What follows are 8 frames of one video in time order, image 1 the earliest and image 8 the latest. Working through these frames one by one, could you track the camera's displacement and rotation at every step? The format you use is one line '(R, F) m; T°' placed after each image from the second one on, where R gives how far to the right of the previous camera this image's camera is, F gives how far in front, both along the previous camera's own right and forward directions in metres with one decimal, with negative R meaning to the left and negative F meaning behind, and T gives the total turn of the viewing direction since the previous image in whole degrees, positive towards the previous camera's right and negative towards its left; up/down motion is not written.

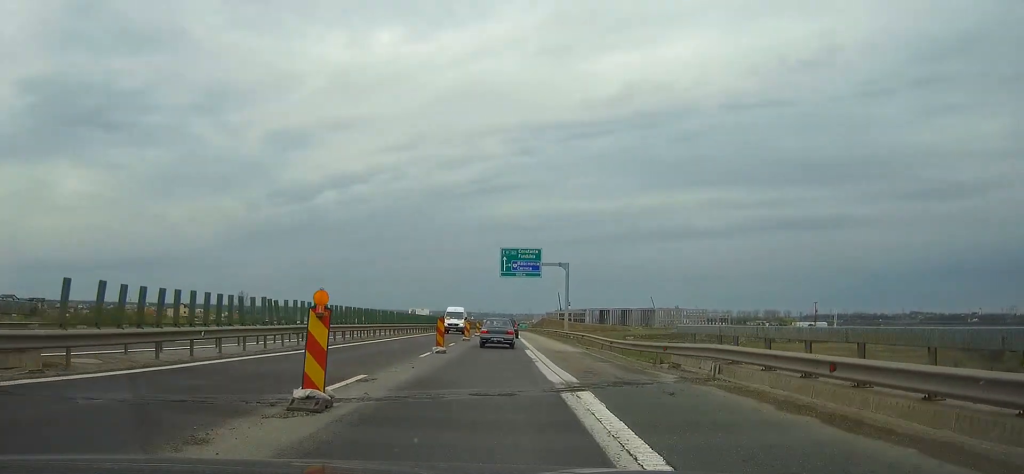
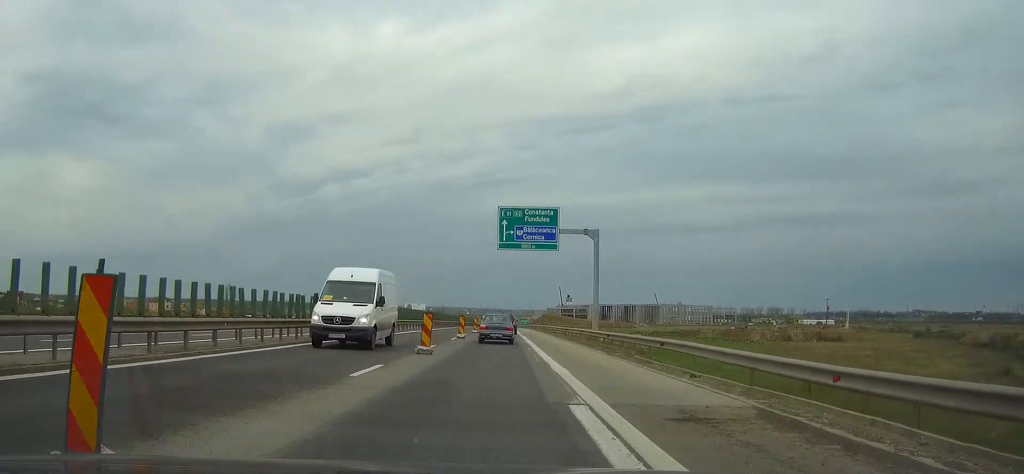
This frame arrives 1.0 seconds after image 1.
(0.0, +22.5) m; 0°
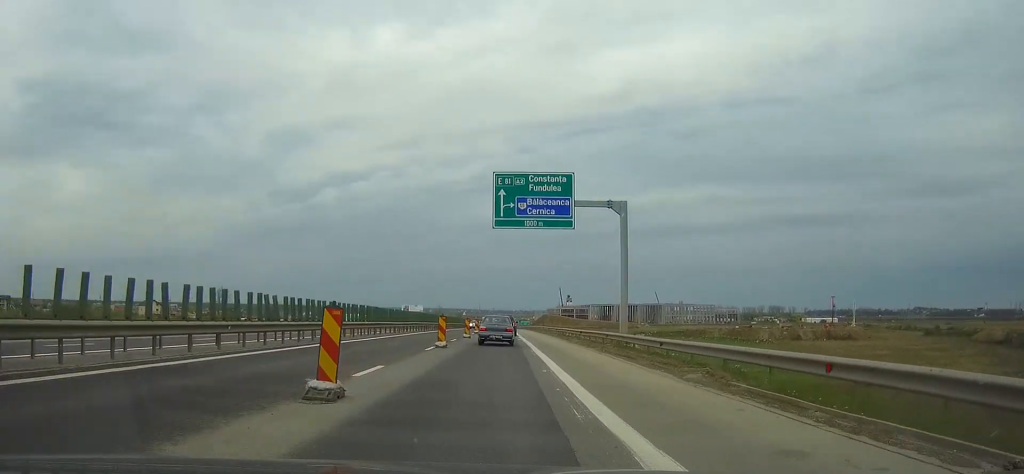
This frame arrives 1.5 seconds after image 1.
(-0.1, +11.8) m; 0°
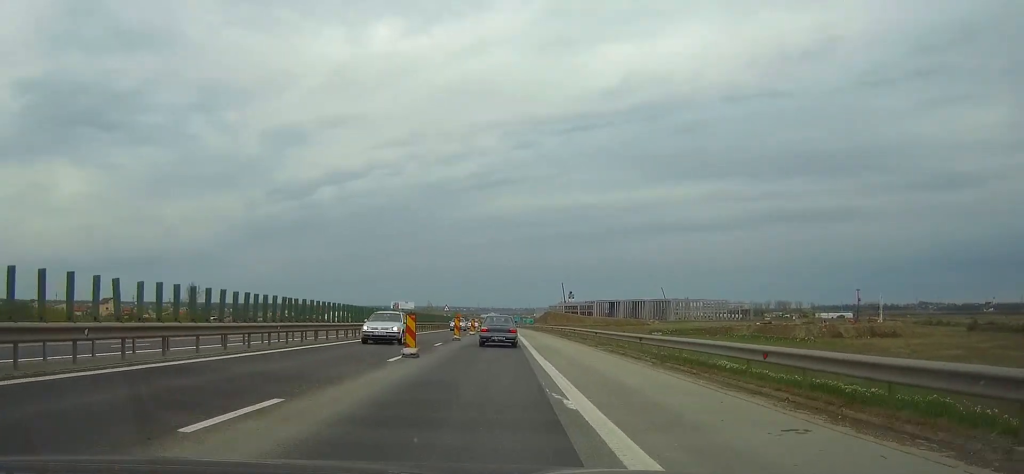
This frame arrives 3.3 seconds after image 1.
(+0.1, +43.3) m; 0°
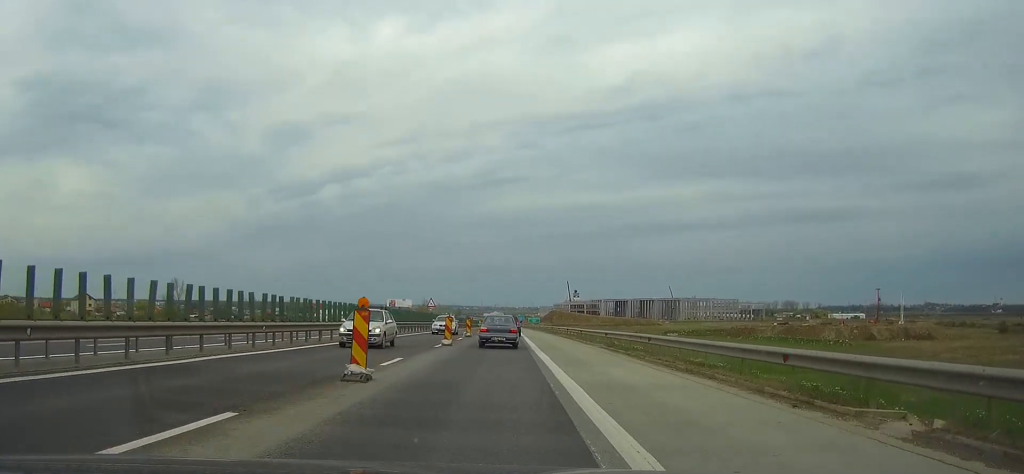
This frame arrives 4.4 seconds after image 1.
(0.0, +26.1) m; 0°
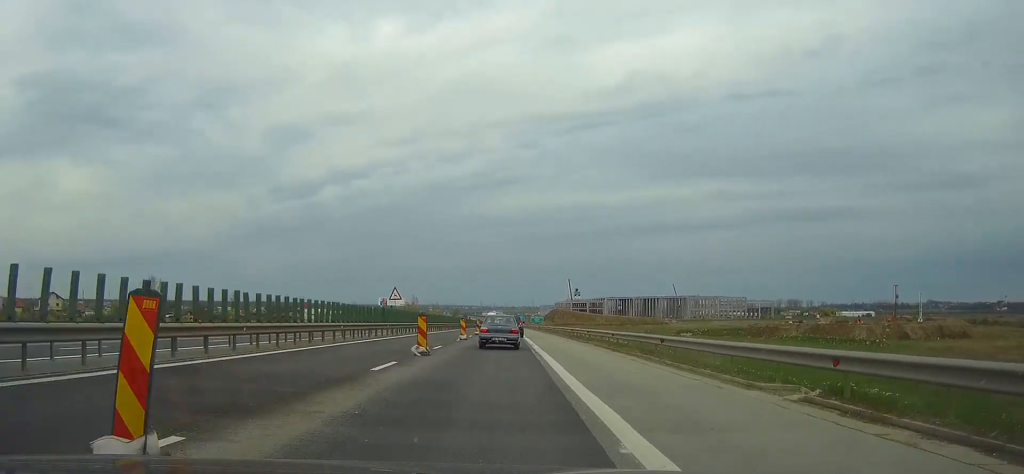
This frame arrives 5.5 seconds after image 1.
(0.0, +25.2) m; 0°
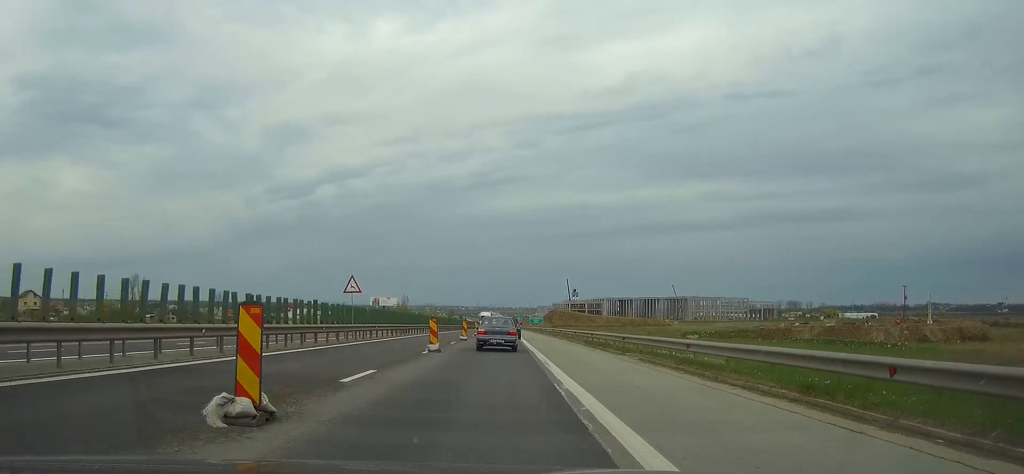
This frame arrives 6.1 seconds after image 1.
(0.0, +14.9) m; 0°
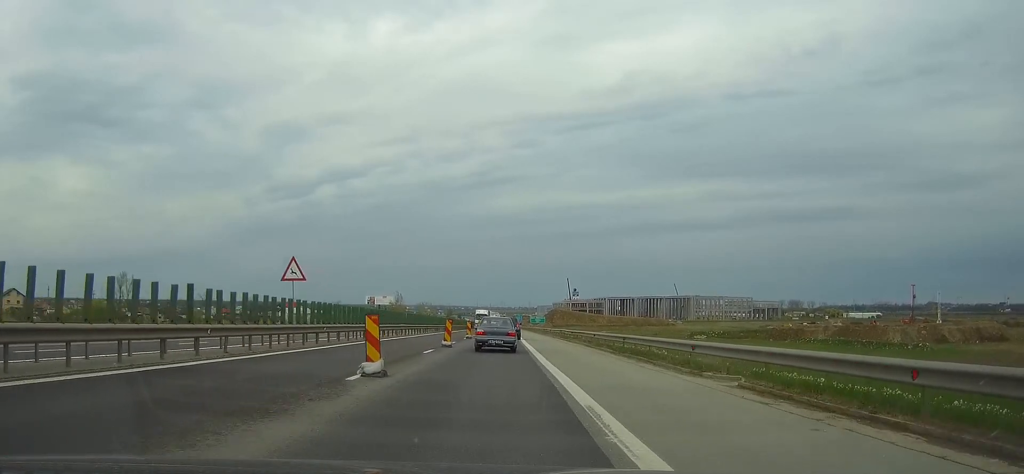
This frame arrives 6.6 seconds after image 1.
(0.0, +11.7) m; 0°
